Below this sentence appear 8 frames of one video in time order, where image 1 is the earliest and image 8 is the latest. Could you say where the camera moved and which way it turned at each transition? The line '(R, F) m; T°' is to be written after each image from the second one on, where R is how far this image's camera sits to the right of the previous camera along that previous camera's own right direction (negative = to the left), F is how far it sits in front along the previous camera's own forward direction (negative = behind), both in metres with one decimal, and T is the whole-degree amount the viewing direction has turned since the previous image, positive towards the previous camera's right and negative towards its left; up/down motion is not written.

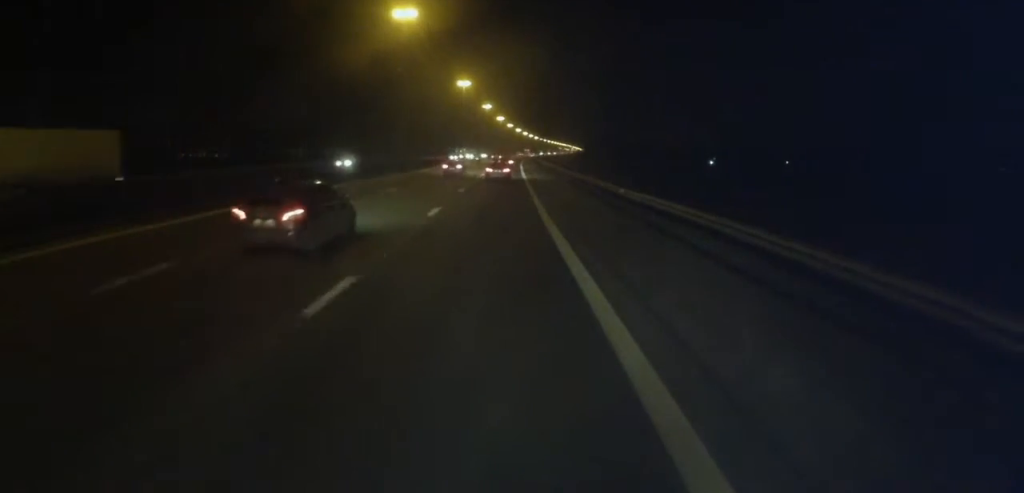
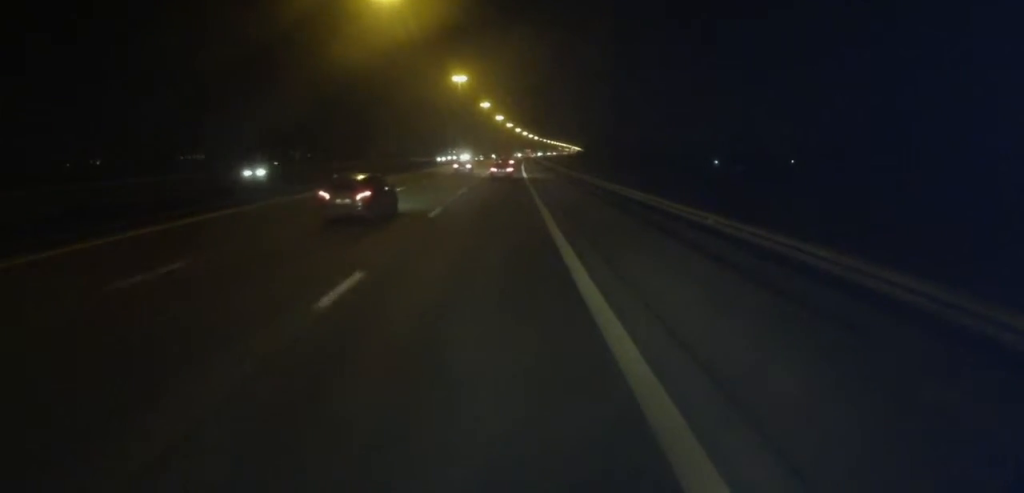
(0.0, +12.6) m; 0°
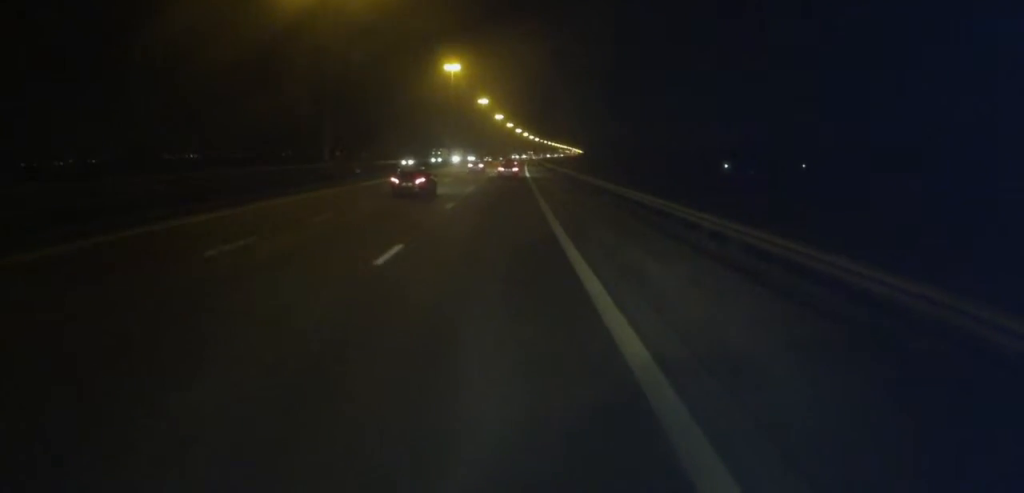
(+0.3, +22.0) m; +1°
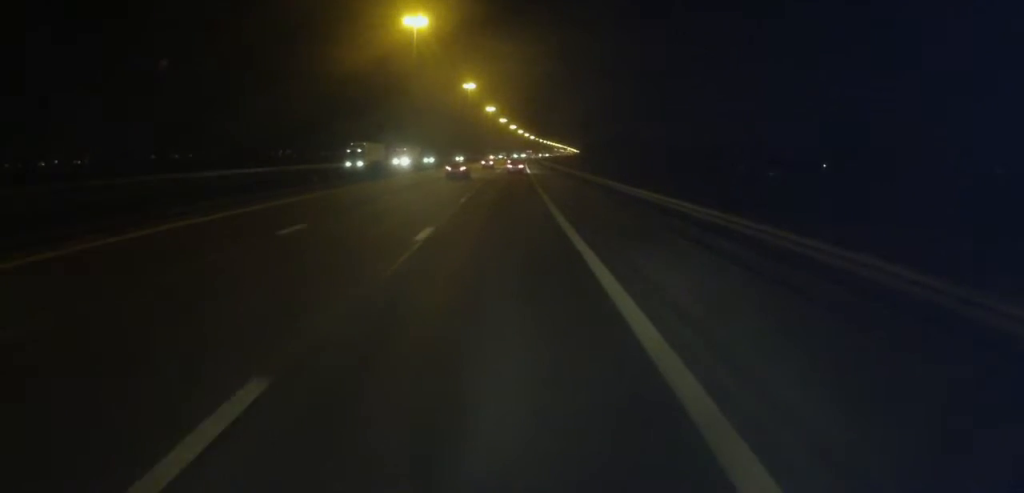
(-0.5, +46.2) m; 0°
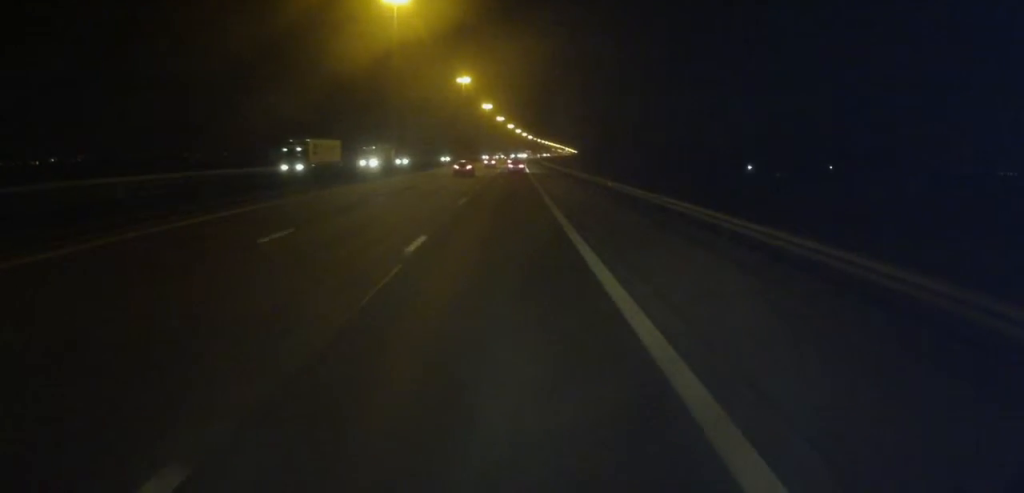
(+0.2, +14.1) m; 0°
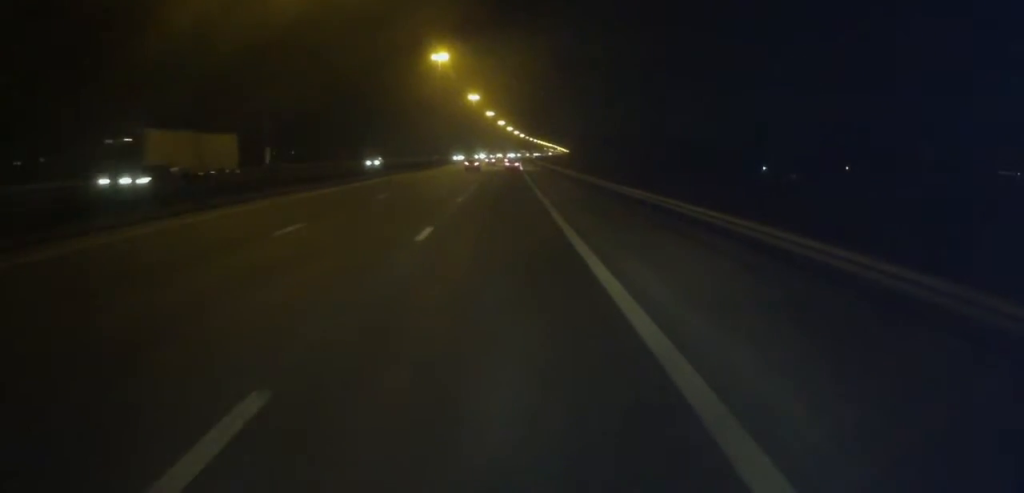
(+0.1, +36.1) m; 0°
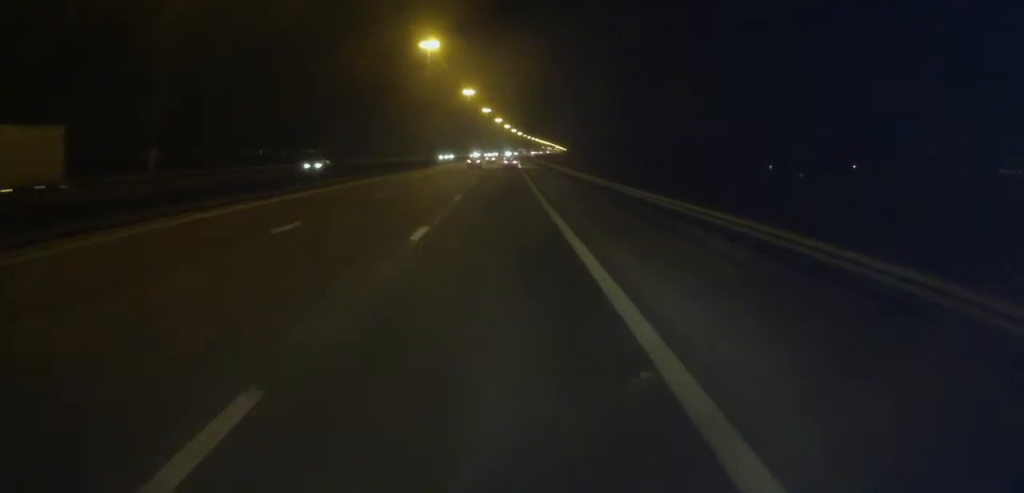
(0.0, +12.5) m; 0°
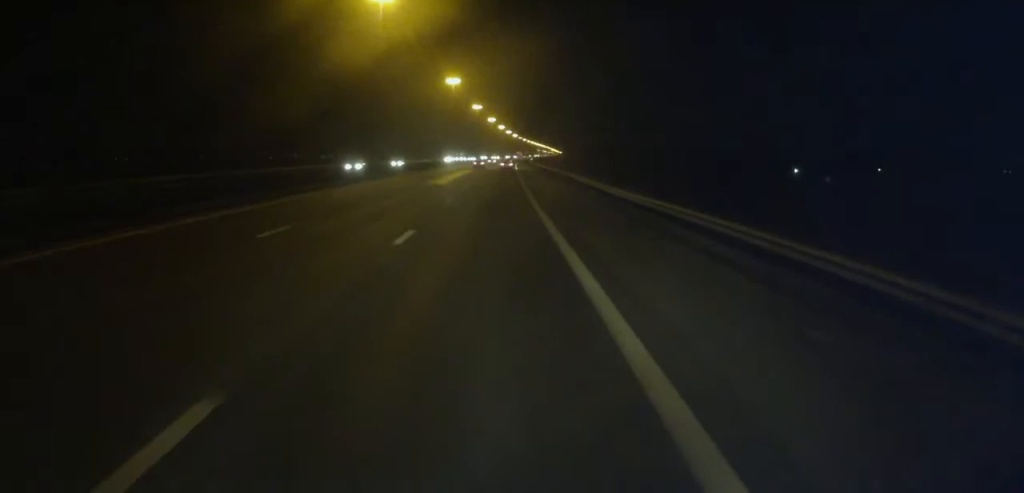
(+0.5, +37.6) m; +1°
